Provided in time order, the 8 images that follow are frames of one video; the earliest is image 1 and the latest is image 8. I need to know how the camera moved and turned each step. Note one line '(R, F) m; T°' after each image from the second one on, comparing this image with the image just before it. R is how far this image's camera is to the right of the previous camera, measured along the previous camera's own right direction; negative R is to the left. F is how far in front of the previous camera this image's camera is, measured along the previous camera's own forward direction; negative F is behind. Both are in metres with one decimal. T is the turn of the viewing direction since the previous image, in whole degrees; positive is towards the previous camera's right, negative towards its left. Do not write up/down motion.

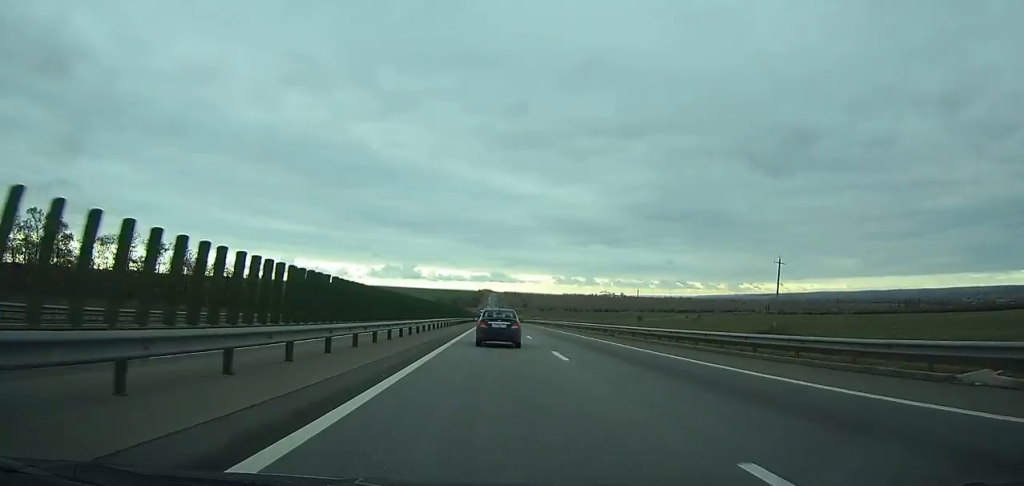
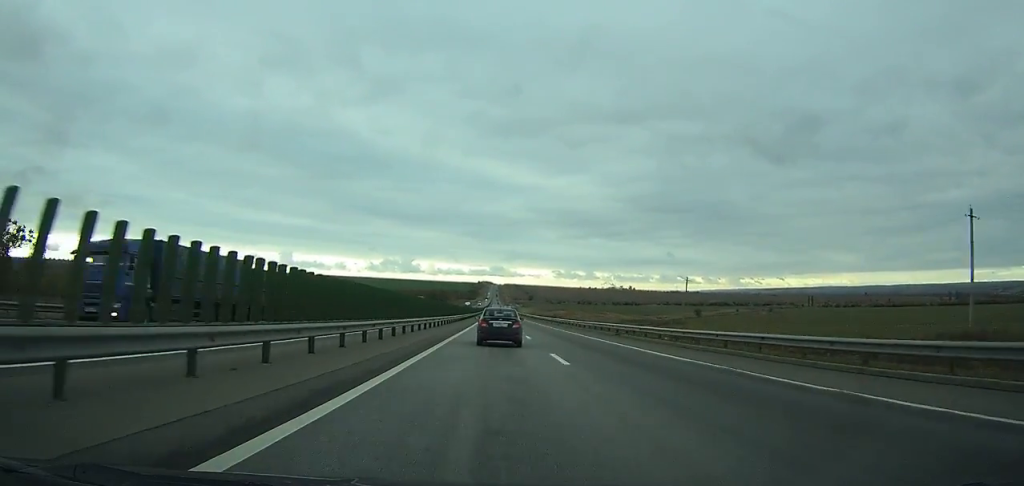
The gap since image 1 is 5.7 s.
(+0.6, +176.9) m; 0°
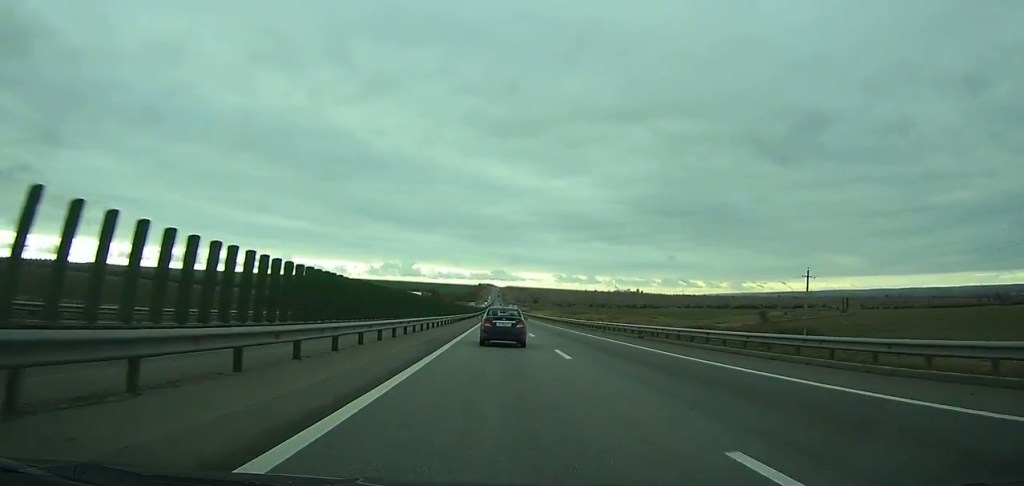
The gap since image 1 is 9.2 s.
(-0.2, +110.0) m; 0°
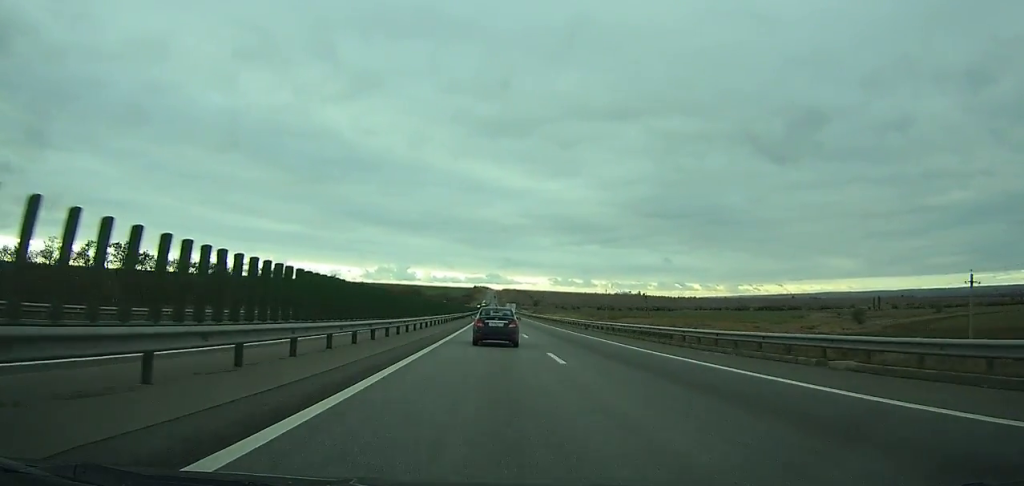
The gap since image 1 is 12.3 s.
(0.0, +97.7) m; 0°
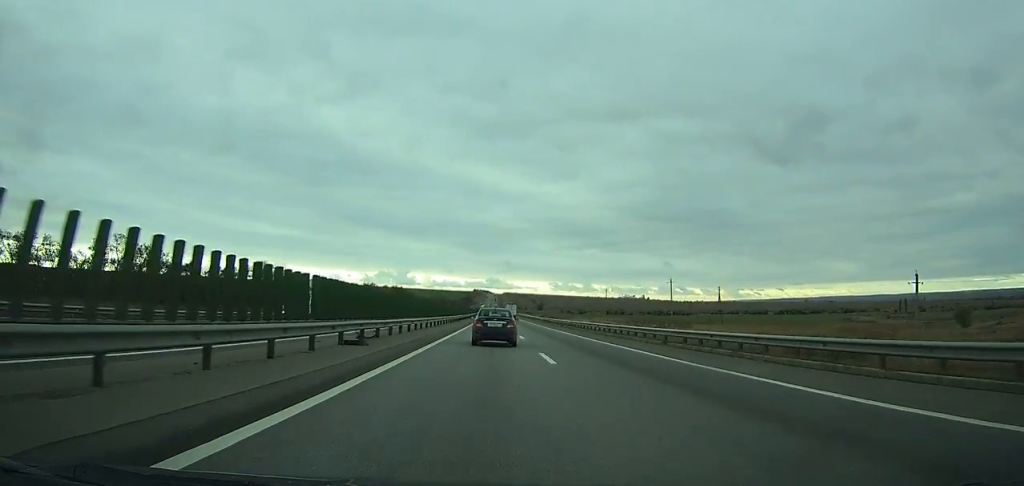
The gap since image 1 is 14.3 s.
(0.0, +62.8) m; 0°
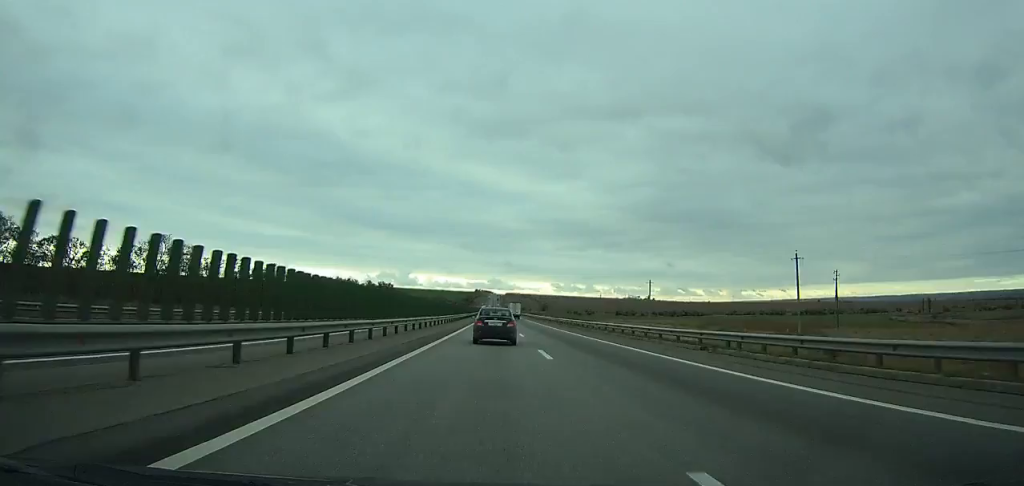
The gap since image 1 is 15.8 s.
(+0.1, +46.9) m; 0°
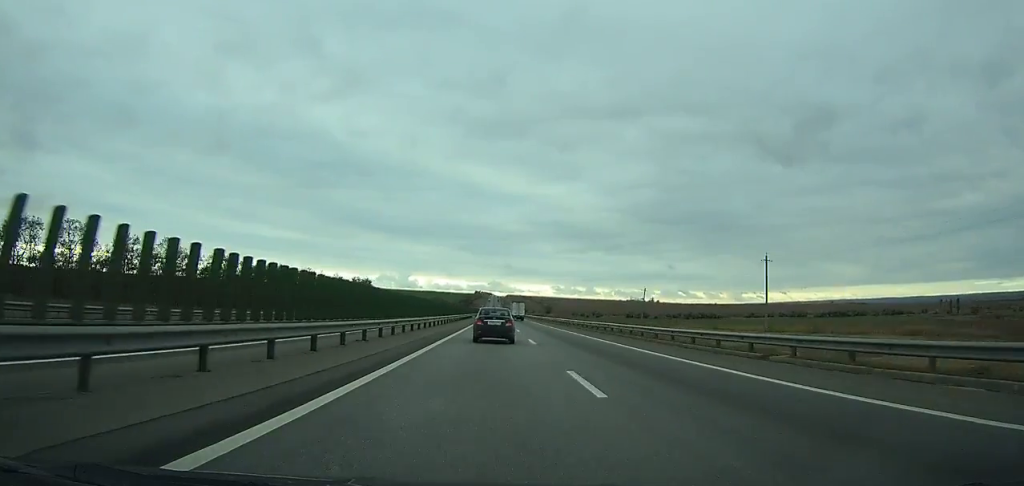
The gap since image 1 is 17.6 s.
(-0.2, +55.7) m; 0°
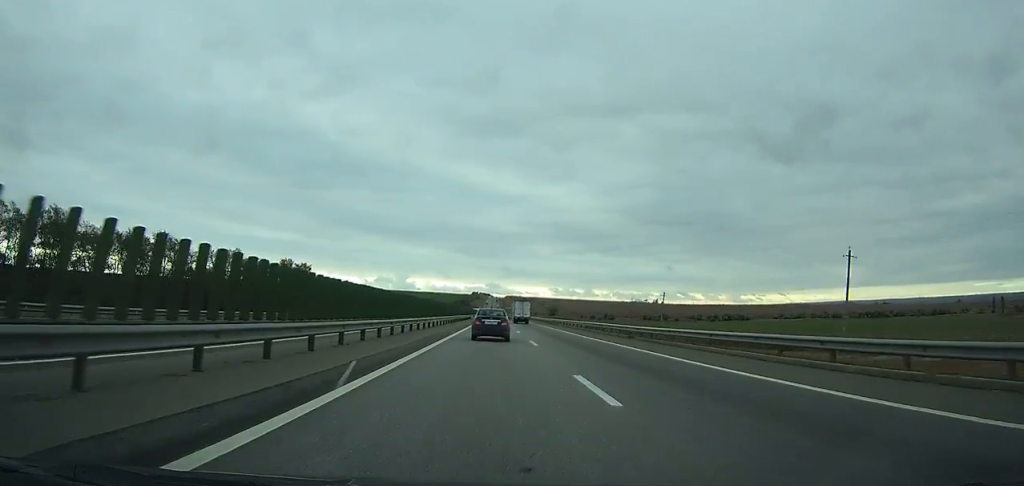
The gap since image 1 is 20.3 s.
(-0.1, +82.8) m; 0°
